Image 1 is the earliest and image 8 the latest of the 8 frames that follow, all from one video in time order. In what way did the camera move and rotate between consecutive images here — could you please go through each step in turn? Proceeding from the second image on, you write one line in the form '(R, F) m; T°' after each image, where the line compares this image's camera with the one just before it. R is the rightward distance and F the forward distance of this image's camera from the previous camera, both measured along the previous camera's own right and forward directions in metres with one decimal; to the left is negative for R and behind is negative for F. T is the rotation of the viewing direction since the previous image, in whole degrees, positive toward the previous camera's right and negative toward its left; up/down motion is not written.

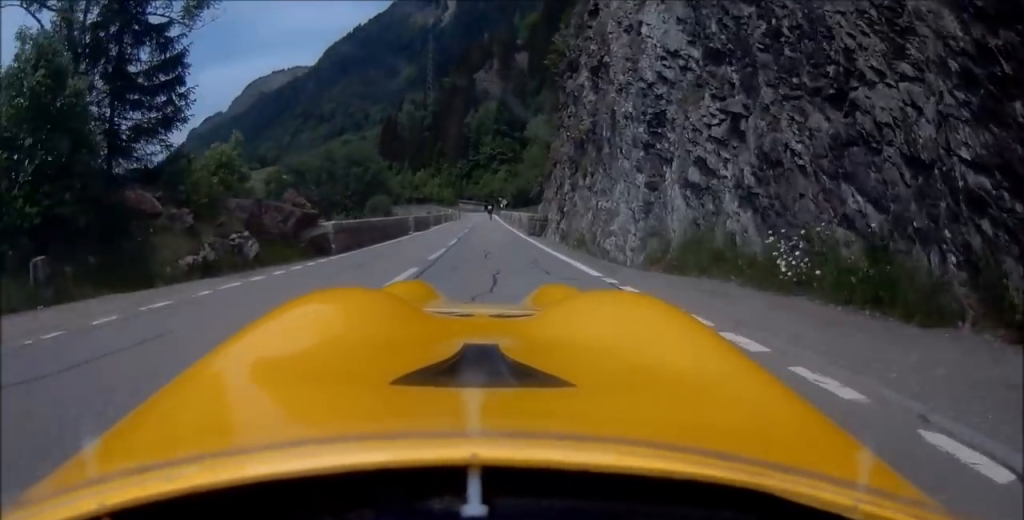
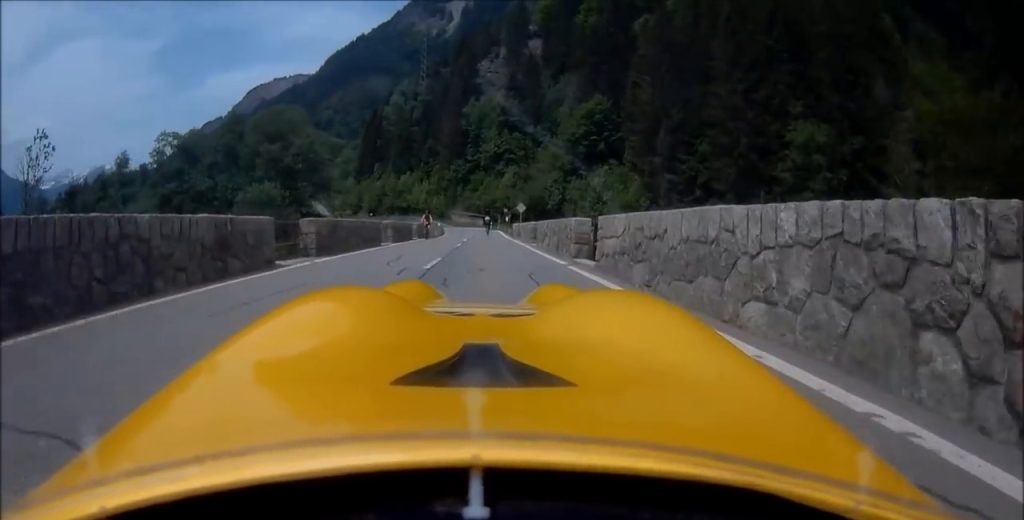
(+0.7, +32.7) m; +2°
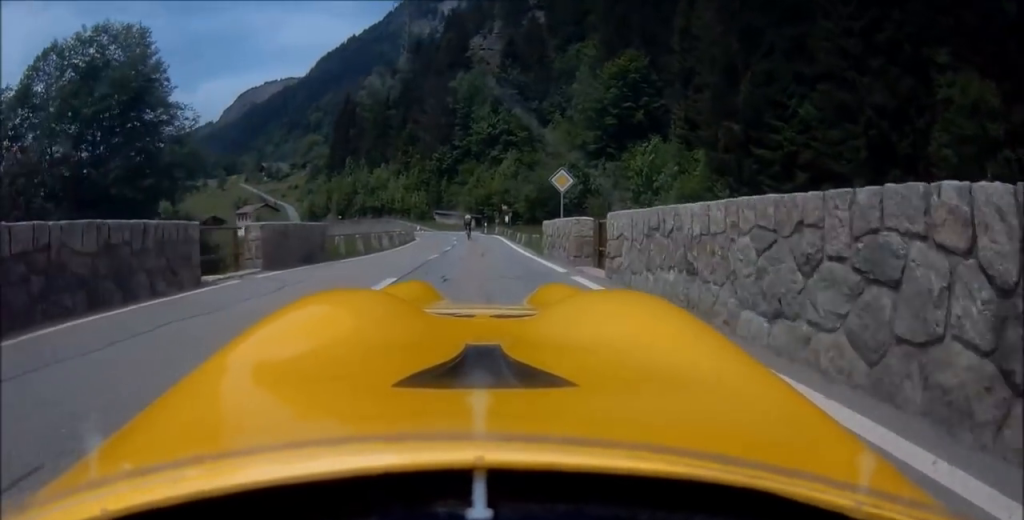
(+0.8, +24.6) m; +1°
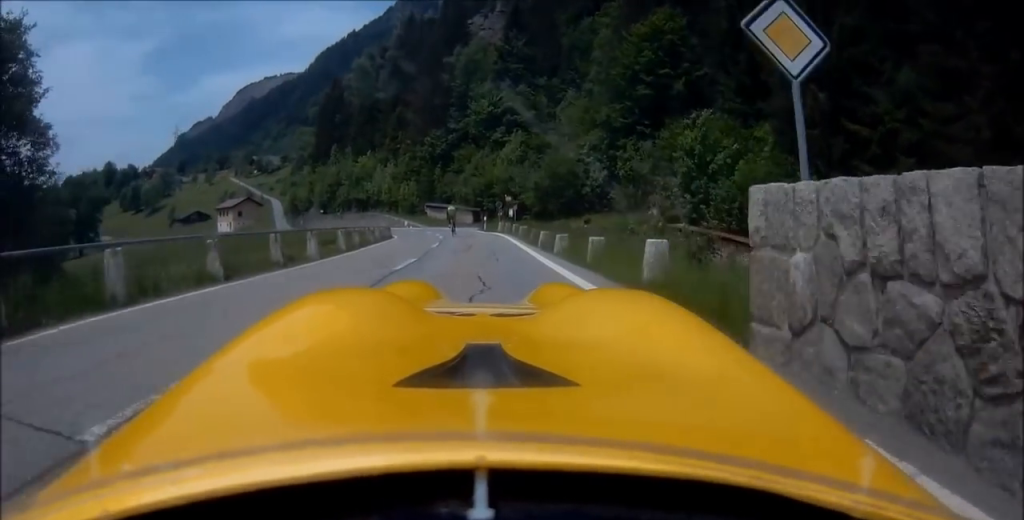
(-0.2, +12.8) m; -2°
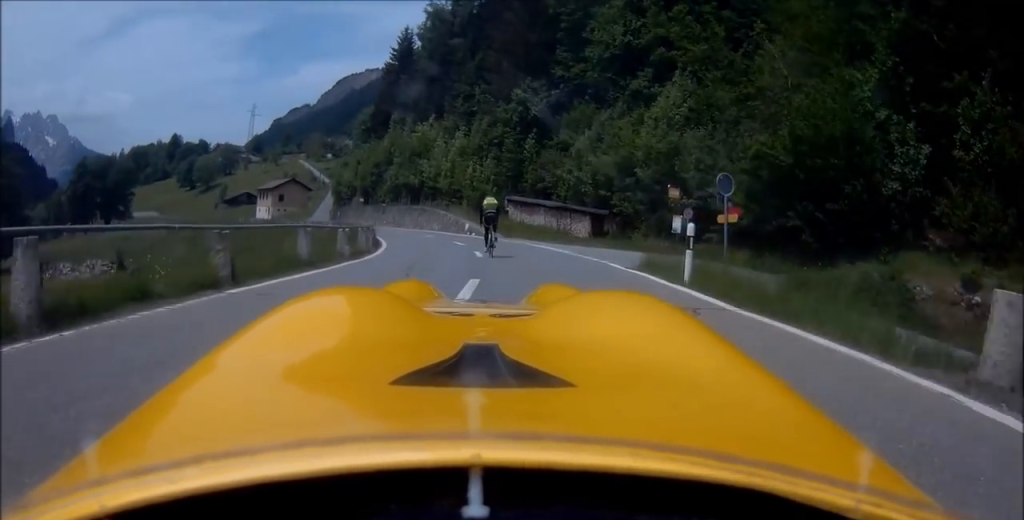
(-1.6, +32.2) m; -8°
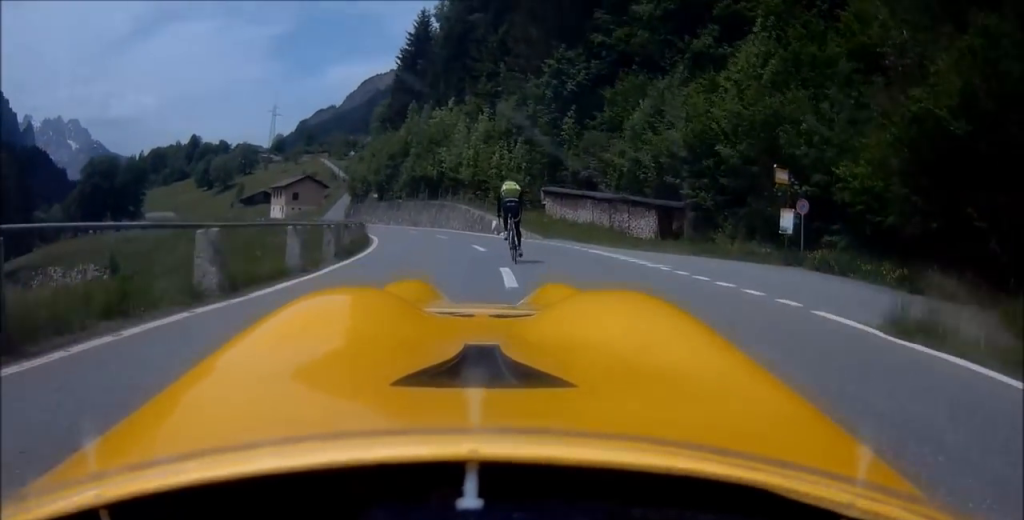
(-0.8, +8.5) m; -2°
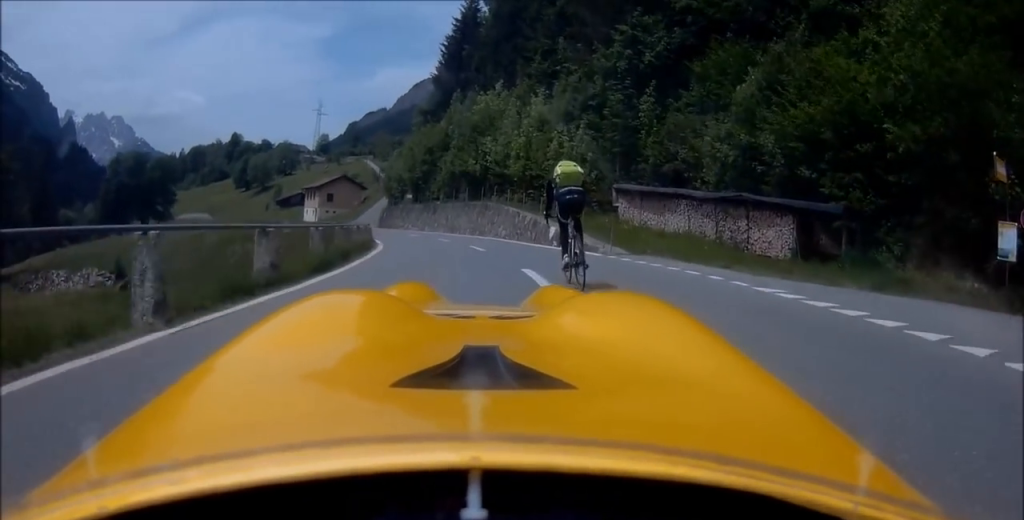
(-0.5, +8.8) m; -2°
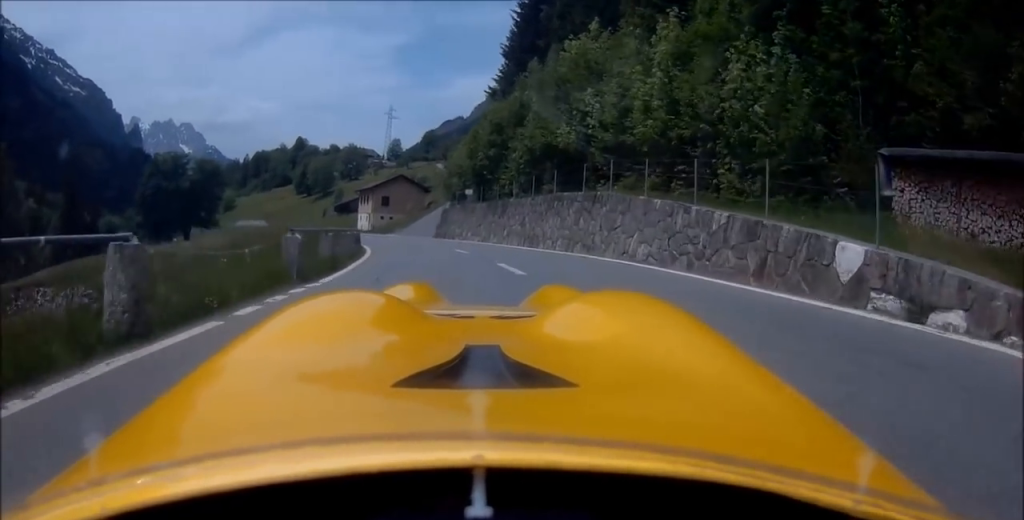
(-0.1, +16.9) m; +1°
